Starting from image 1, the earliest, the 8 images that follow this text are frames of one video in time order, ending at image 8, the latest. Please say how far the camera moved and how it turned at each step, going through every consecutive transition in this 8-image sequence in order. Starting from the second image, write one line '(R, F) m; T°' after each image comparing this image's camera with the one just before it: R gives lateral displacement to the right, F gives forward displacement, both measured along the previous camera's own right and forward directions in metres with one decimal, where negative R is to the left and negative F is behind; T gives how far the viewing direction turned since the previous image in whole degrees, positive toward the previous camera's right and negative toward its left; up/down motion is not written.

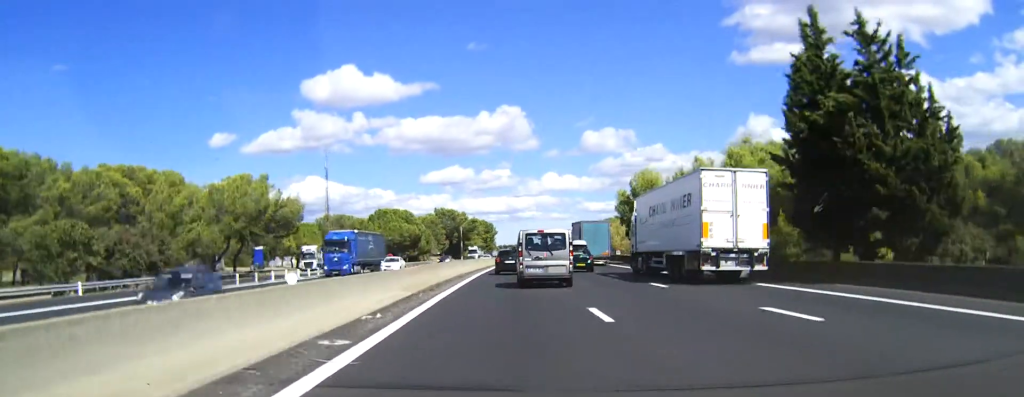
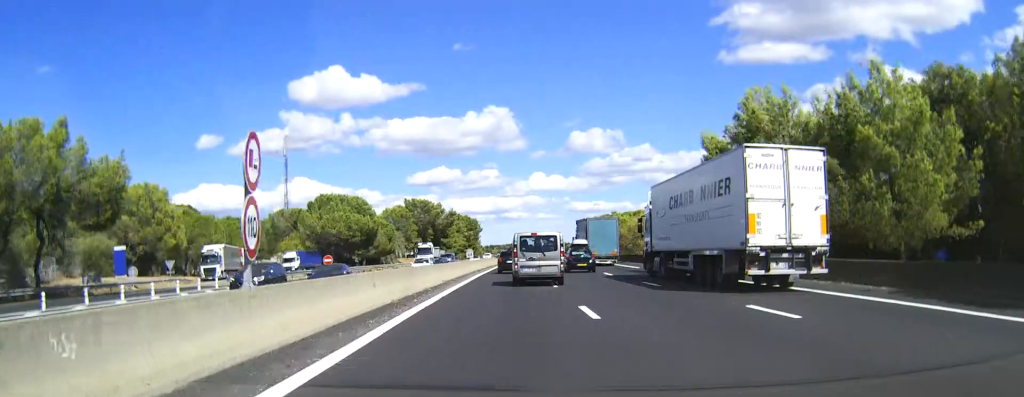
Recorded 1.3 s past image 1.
(+0.3, +38.7) m; +1°
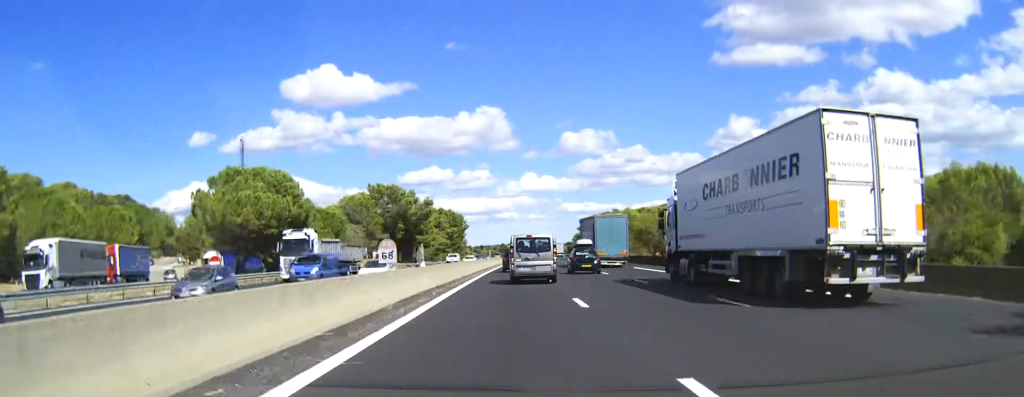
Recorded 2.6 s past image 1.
(+0.2, +35.6) m; +2°
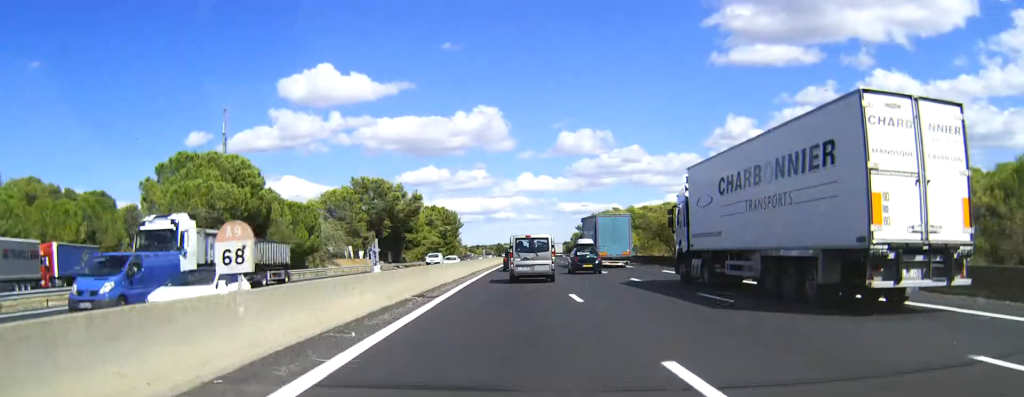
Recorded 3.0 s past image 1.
(+0.1, +11.6) m; +1°
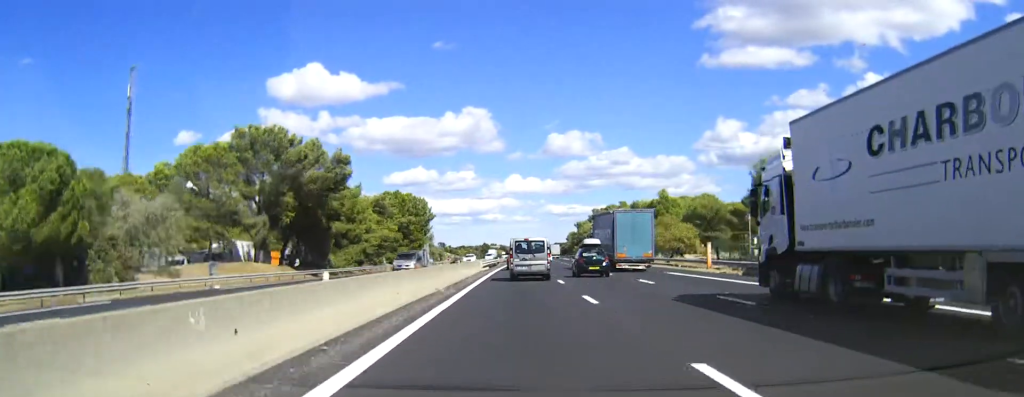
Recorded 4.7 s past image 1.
(+0.9, +51.7) m; +1°
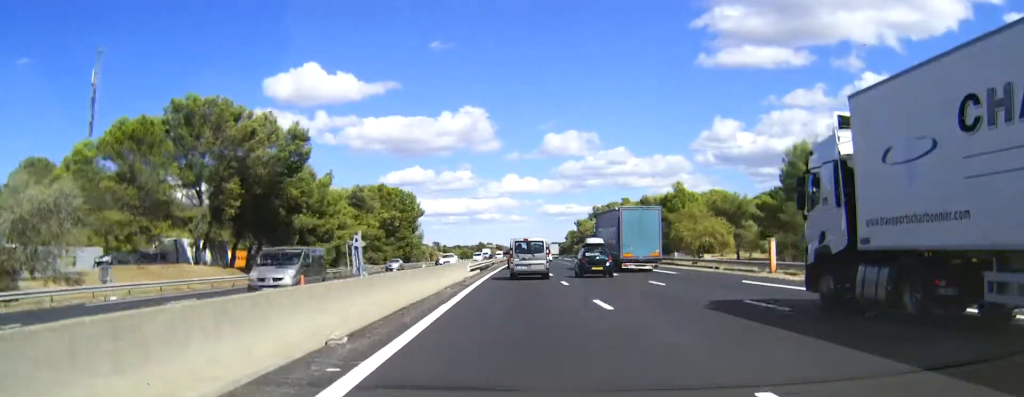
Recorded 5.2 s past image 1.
(0.0, +15.0) m; 0°
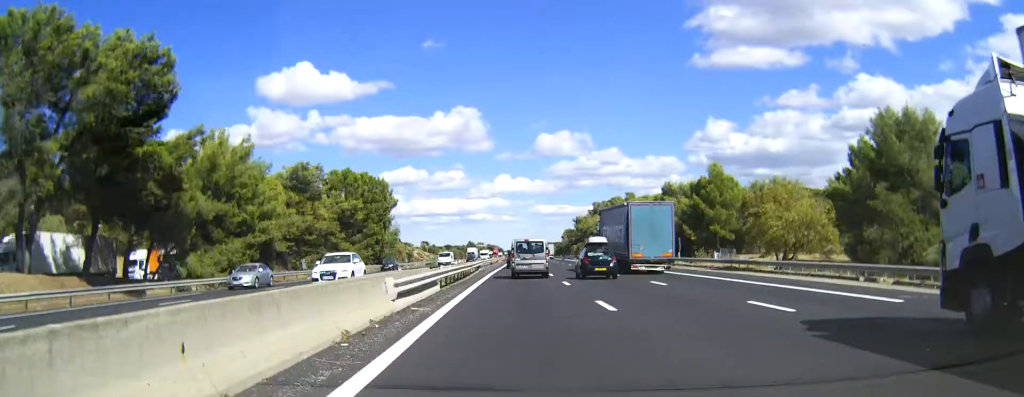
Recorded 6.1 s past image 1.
(0.0, +26.2) m; 0°
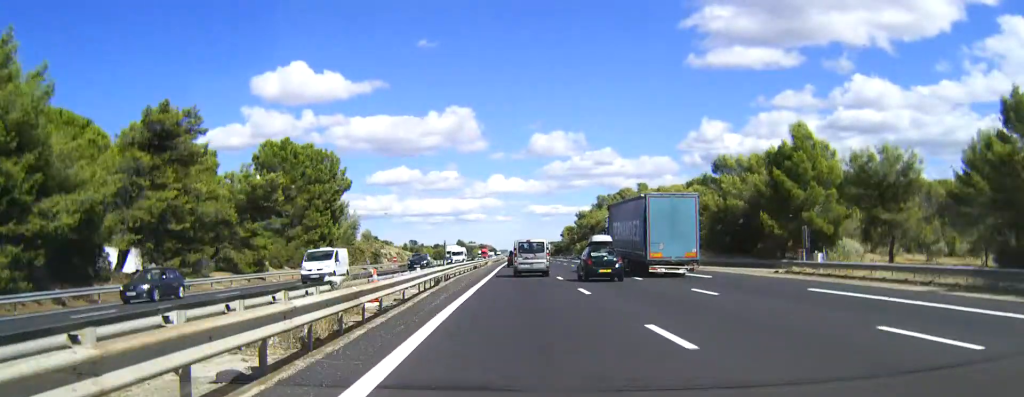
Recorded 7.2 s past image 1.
(0.0, +32.7) m; 0°
